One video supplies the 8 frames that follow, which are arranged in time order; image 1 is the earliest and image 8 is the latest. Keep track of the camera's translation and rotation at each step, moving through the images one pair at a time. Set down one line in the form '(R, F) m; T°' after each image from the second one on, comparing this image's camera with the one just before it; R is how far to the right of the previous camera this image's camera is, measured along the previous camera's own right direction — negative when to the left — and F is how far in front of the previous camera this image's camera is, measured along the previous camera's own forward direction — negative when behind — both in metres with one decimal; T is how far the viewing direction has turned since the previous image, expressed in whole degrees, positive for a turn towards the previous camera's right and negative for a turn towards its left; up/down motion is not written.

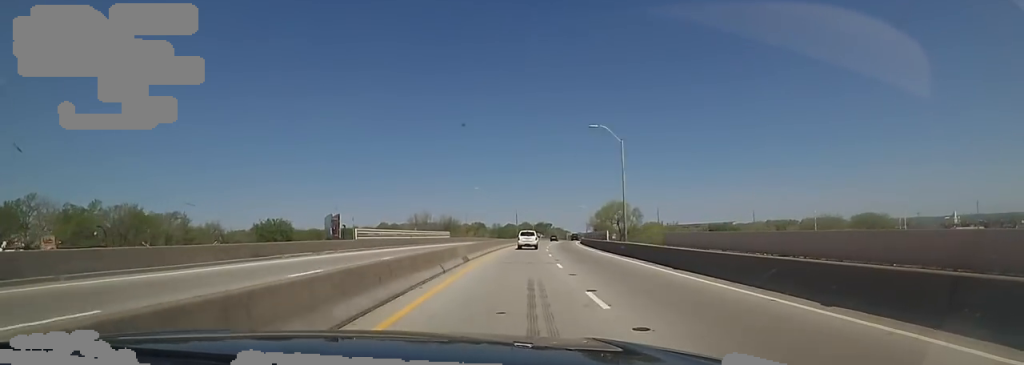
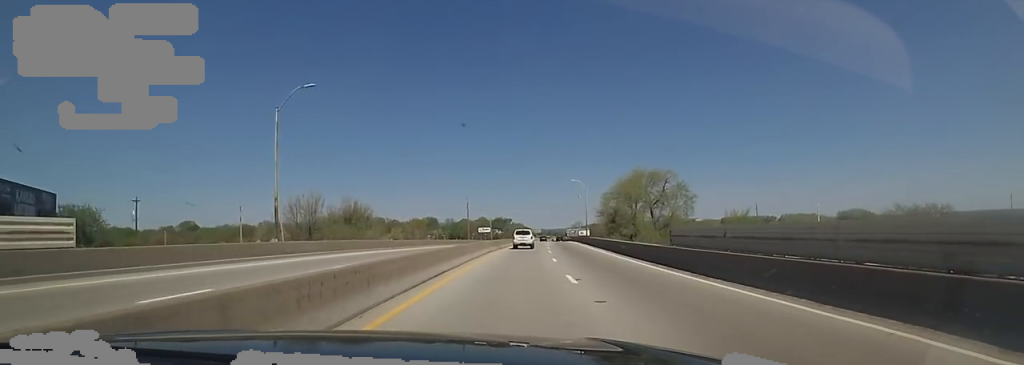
(+1.4, +55.4) m; +4°
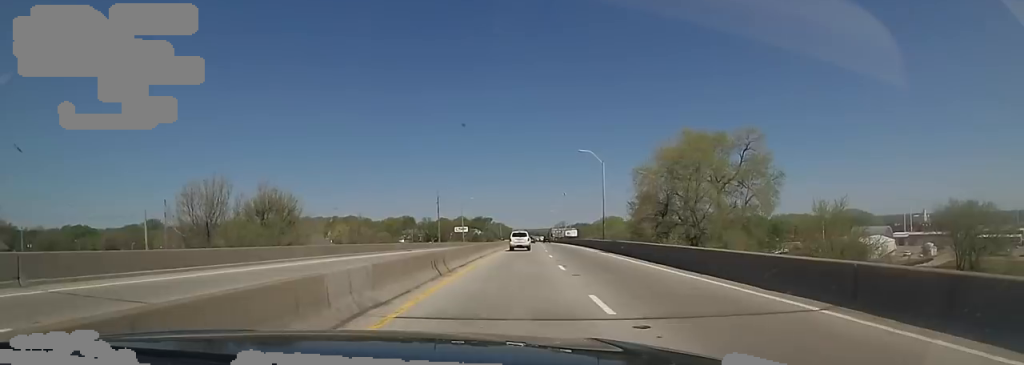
(+0.9, +25.4) m; +3°
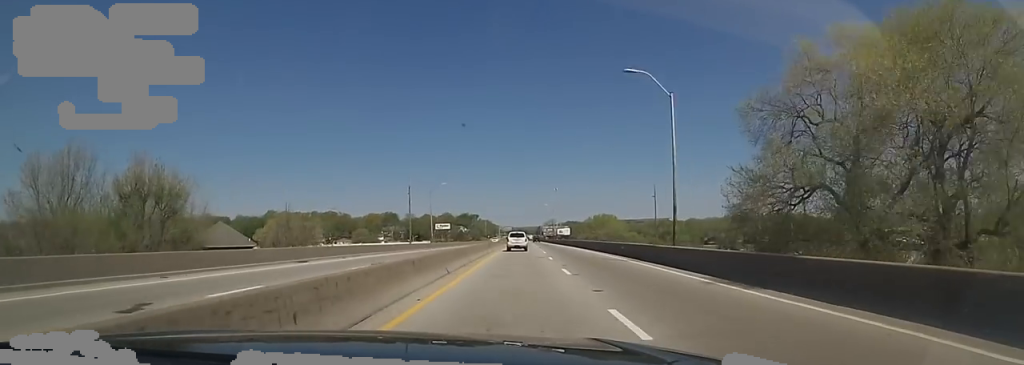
(+0.6, +22.4) m; +2°
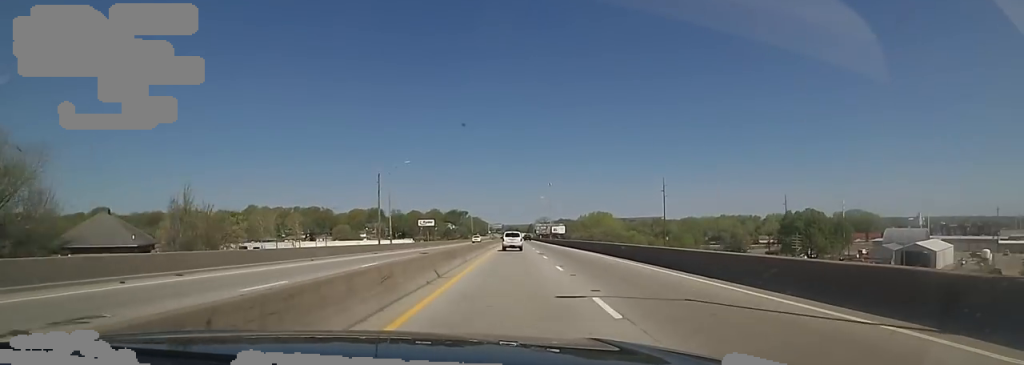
(+0.2, +18.4) m; +1°
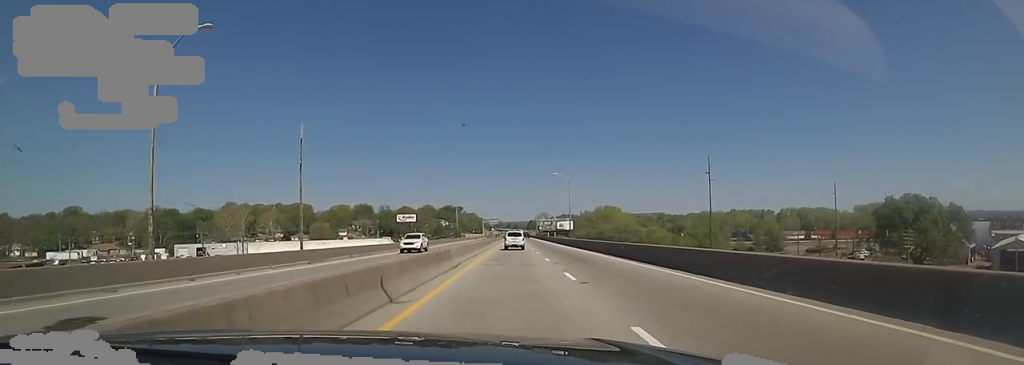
(0.0, +33.8) m; 0°
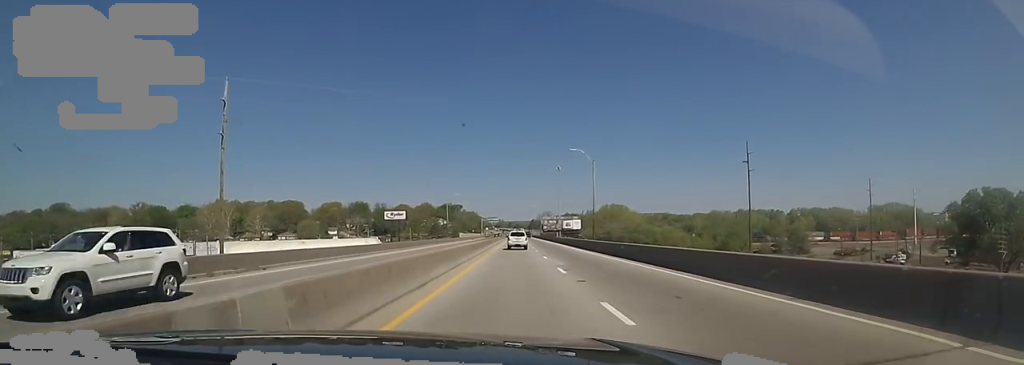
(0.0, +17.3) m; 0°
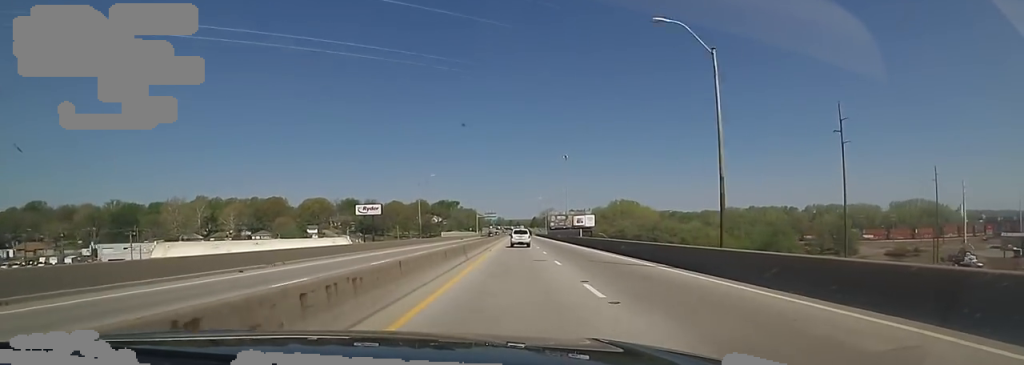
(0.0, +26.9) m; 0°
